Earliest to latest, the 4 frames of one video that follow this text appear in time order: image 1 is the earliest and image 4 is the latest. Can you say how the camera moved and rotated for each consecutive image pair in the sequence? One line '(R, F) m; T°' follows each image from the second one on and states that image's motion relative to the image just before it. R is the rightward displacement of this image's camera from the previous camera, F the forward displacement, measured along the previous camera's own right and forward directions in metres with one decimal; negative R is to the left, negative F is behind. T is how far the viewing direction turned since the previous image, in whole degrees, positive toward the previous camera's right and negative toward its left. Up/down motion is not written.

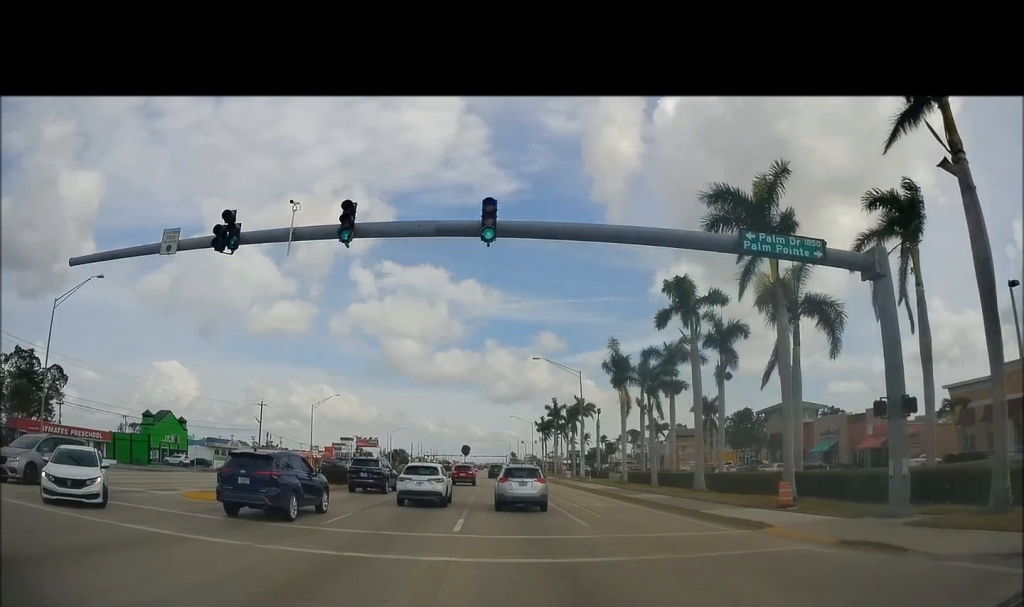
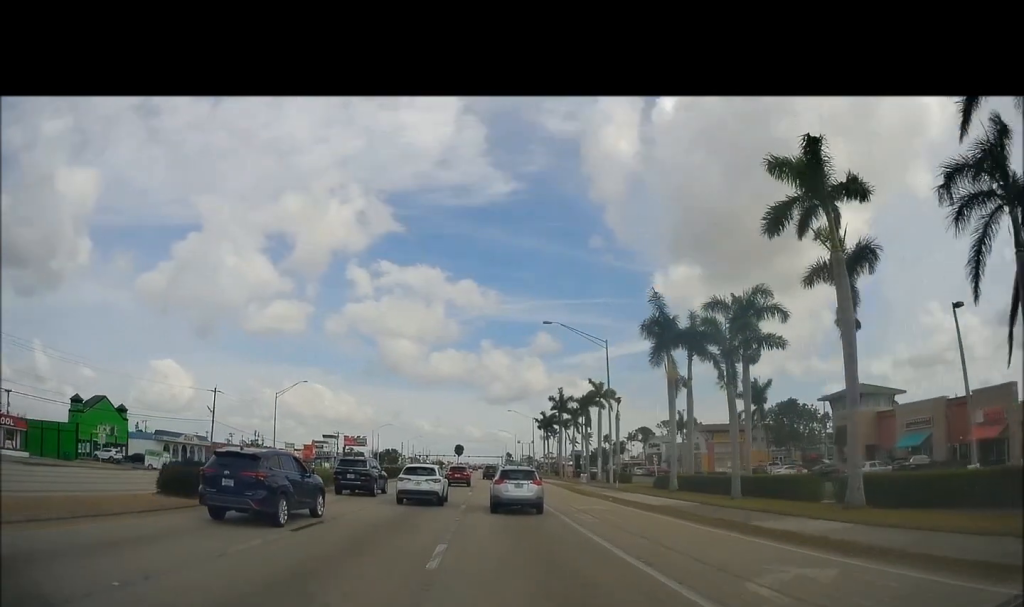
(0.0, +17.3) m; 0°
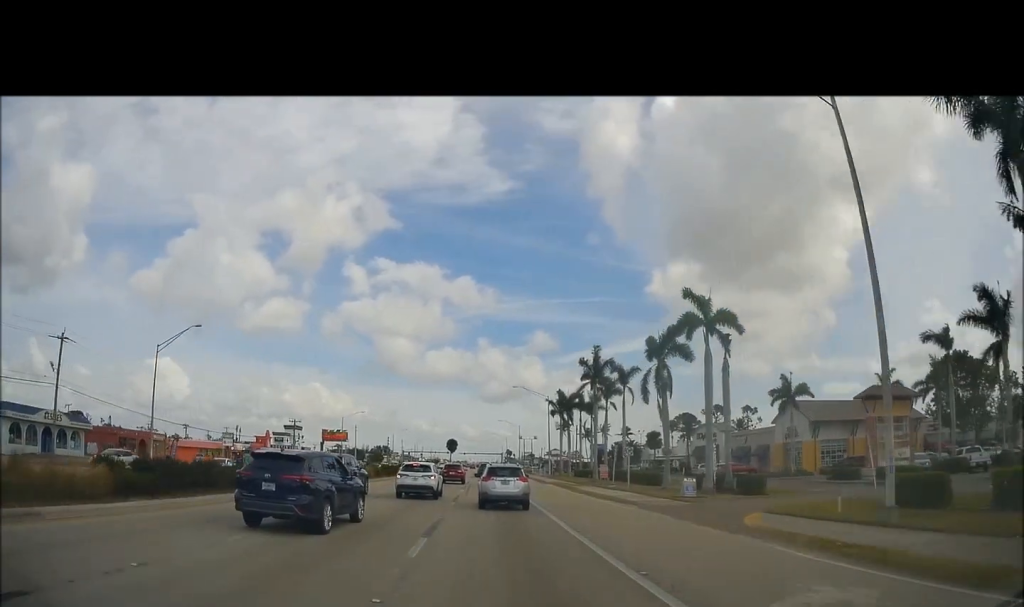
(0.0, +37.0) m; 0°
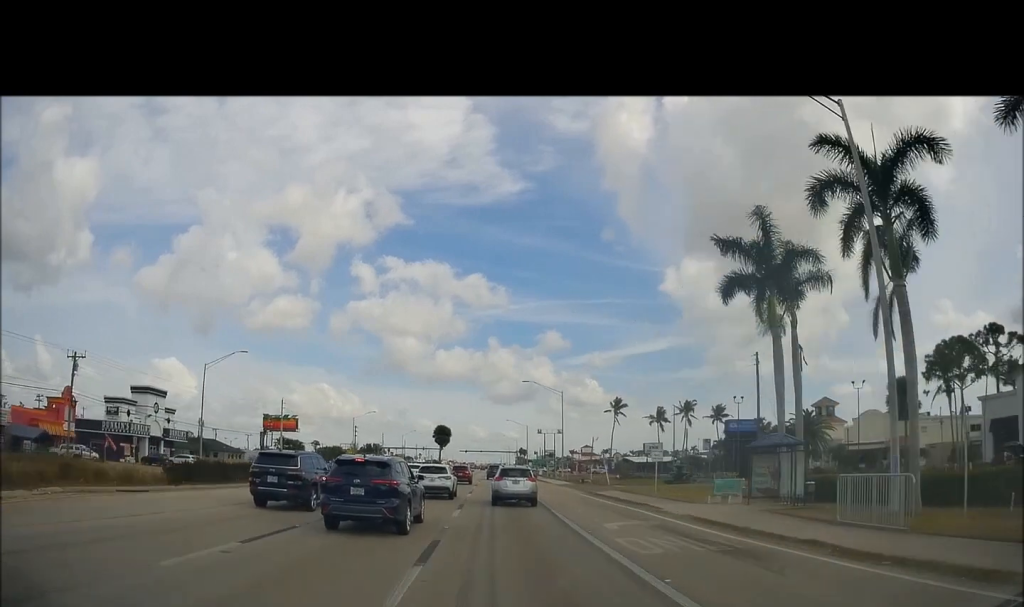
(+1.8, +77.4) m; +2°
